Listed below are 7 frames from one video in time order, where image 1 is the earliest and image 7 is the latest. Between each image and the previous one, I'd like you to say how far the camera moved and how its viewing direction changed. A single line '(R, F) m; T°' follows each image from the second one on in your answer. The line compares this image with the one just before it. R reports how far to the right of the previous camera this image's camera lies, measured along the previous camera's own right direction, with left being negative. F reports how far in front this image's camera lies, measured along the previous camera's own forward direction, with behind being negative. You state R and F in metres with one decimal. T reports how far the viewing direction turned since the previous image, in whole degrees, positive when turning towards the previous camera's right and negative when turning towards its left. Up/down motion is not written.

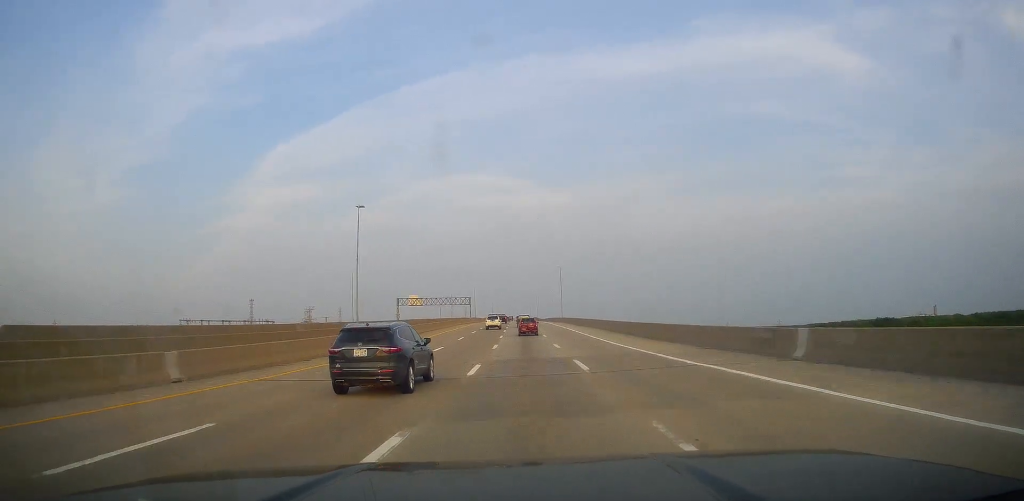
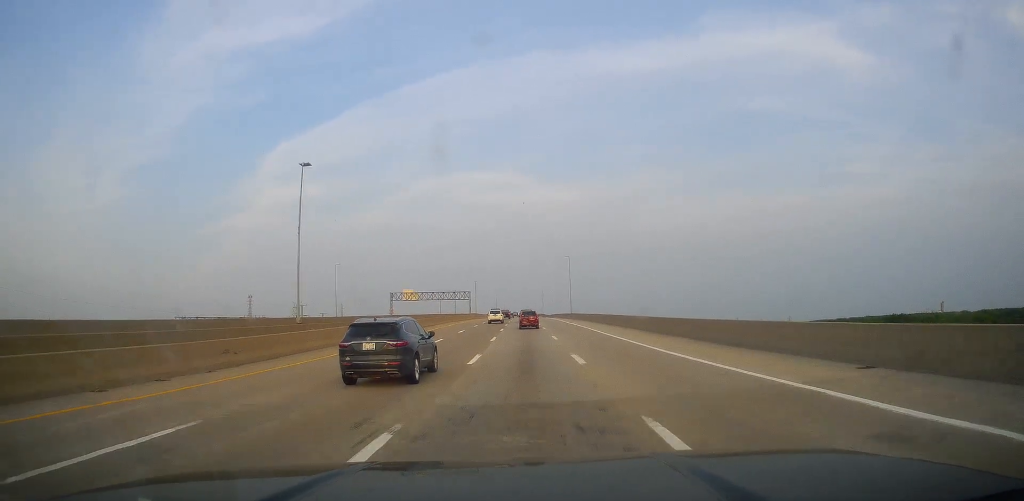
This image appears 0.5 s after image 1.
(0.0, +14.9) m; 0°
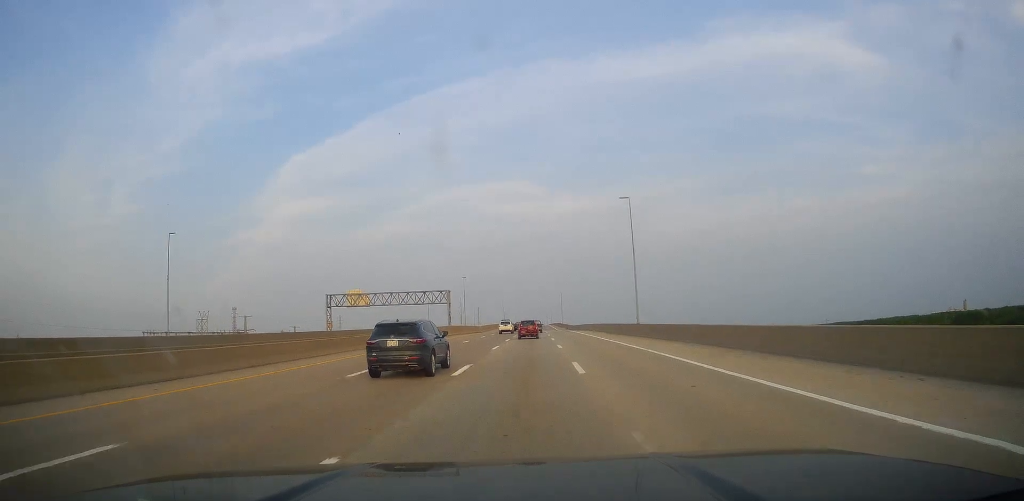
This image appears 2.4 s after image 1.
(0.0, +62.6) m; +1°
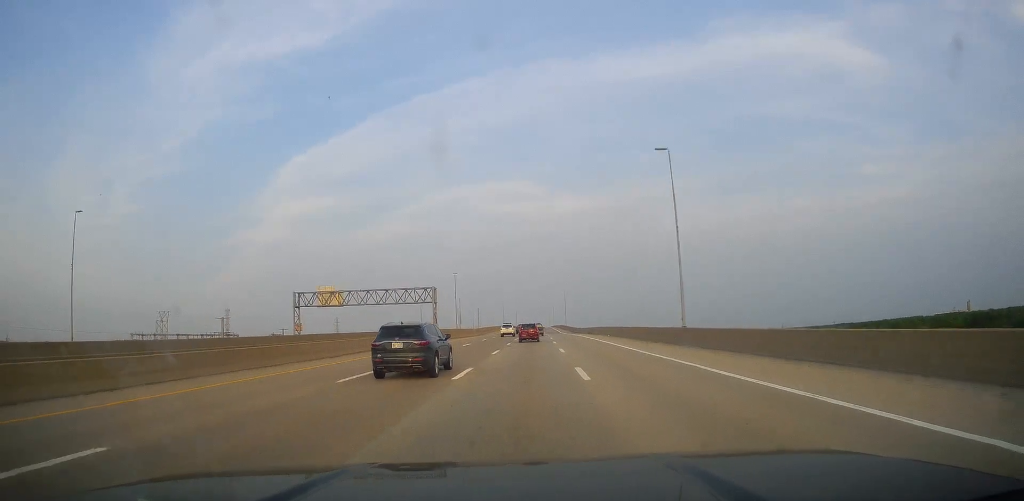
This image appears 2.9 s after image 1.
(+0.1, +16.0) m; -1°
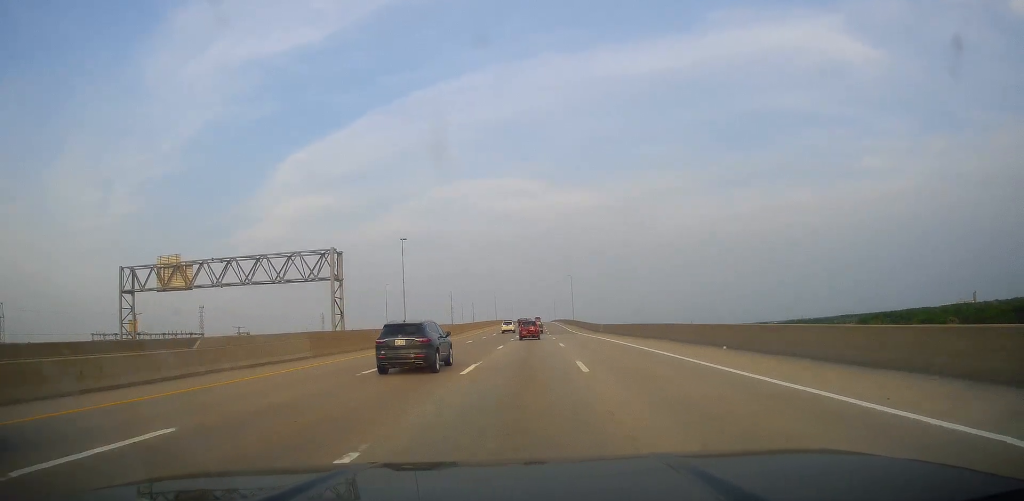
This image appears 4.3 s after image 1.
(-1.1, +43.6) m; -2°
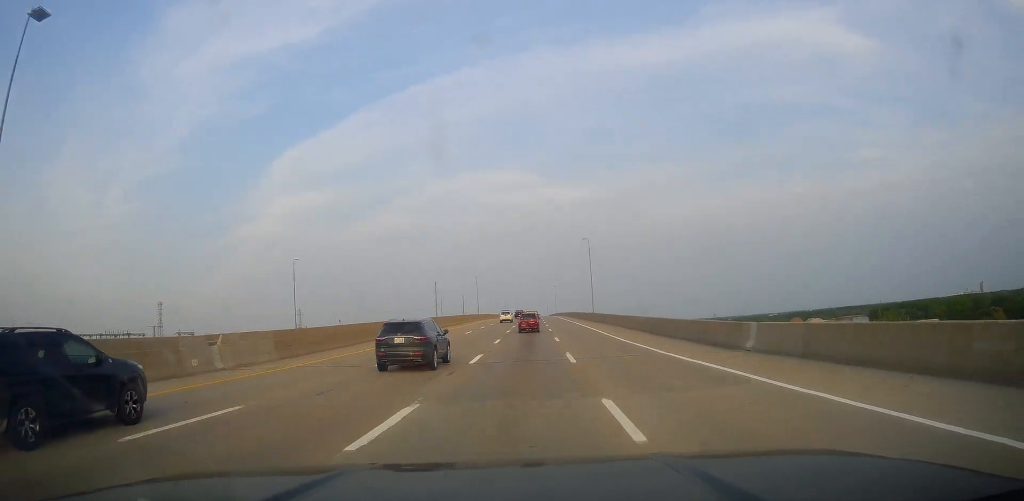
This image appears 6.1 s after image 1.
(+1.3, +57.3) m; +1°
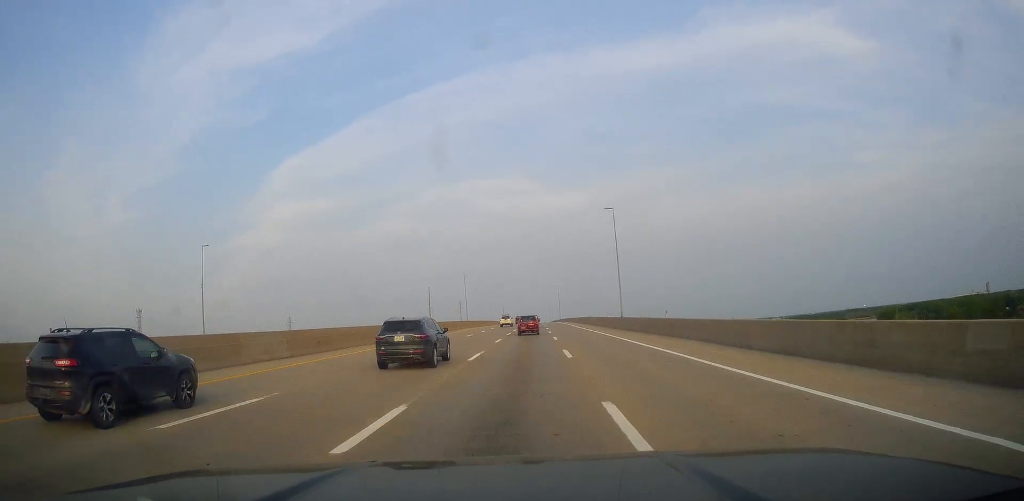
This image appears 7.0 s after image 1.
(-0.4, +28.6) m; -1°
